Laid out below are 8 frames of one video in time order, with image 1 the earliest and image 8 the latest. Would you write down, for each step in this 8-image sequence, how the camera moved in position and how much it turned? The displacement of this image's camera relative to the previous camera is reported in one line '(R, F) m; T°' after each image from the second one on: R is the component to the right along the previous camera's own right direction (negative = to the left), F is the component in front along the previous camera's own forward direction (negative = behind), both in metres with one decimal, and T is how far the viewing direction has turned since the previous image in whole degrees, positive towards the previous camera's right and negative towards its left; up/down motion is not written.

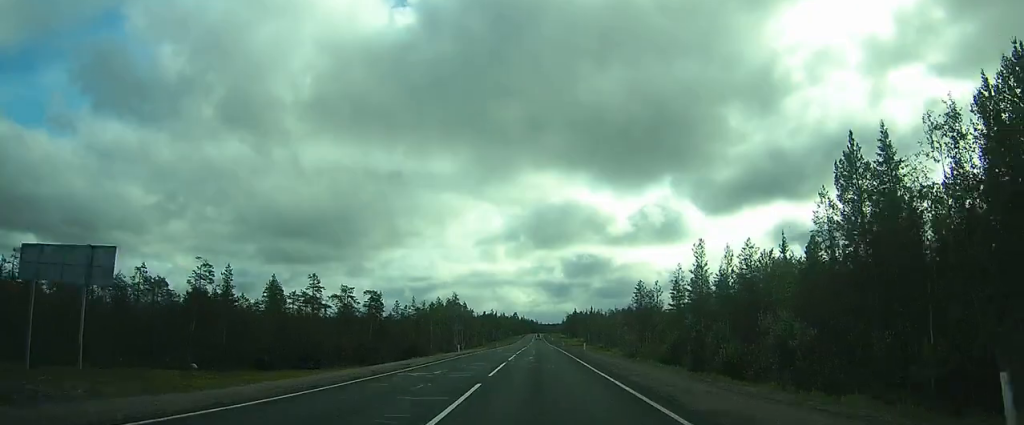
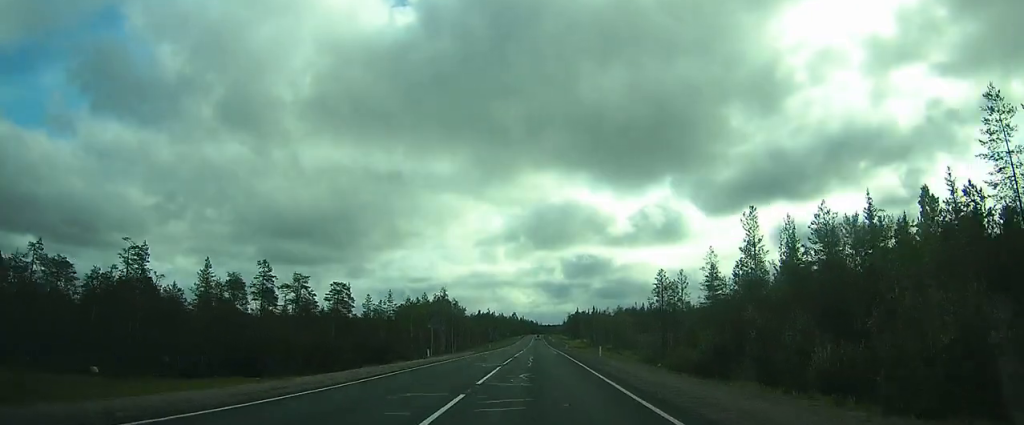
(0.0, +14.5) m; 0°
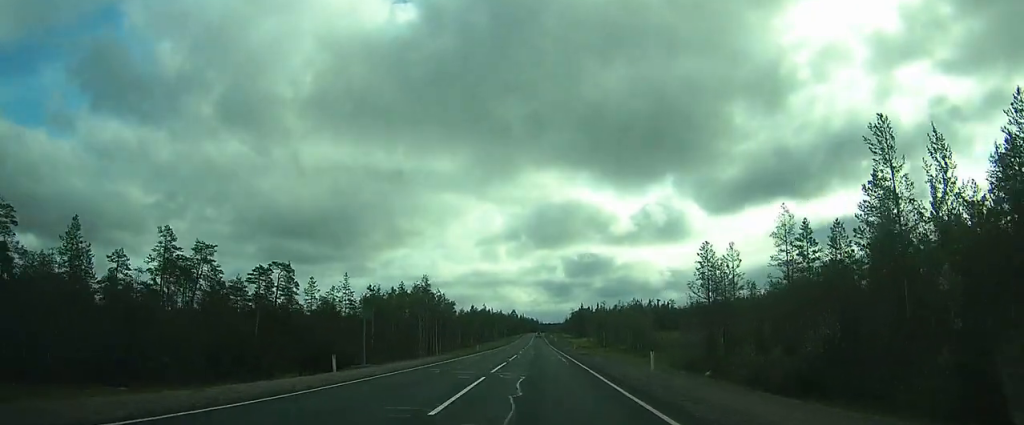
(0.0, +18.1) m; 0°
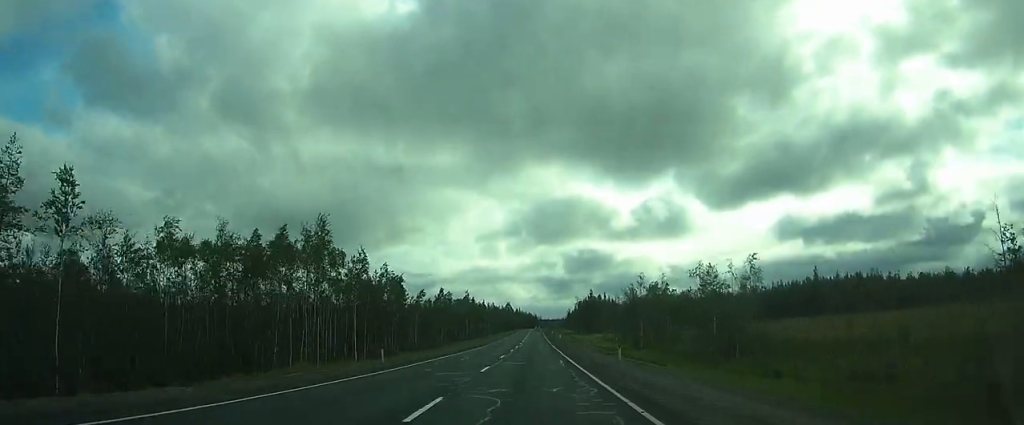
(+0.3, +41.2) m; +2°
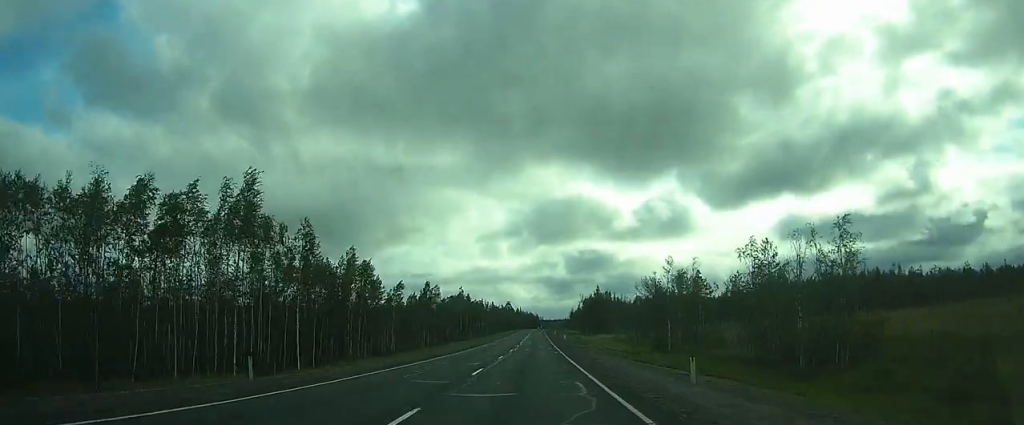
(+0.2, +13.6) m; +1°
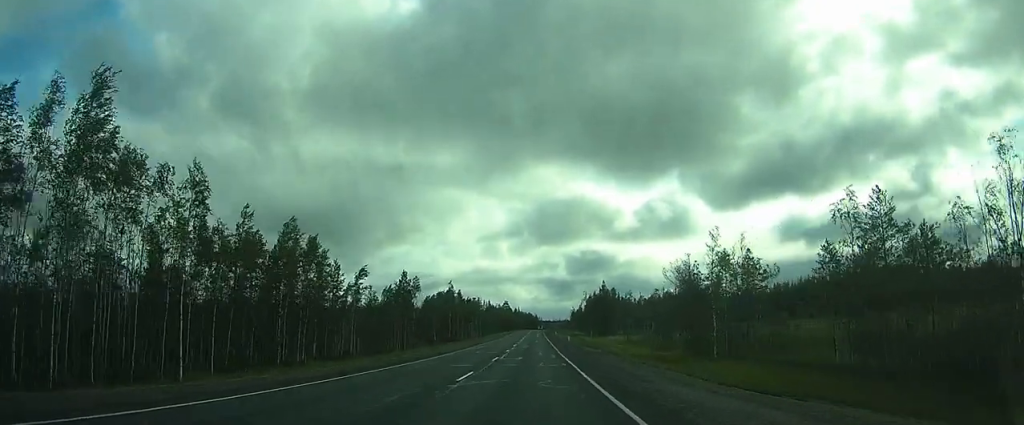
(0.0, +14.4) m; 0°
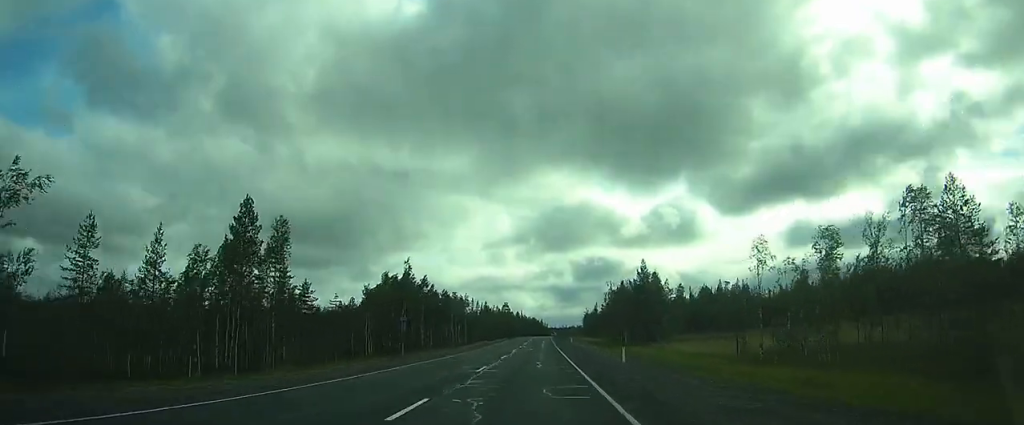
(-0.2, +43.4) m; 0°
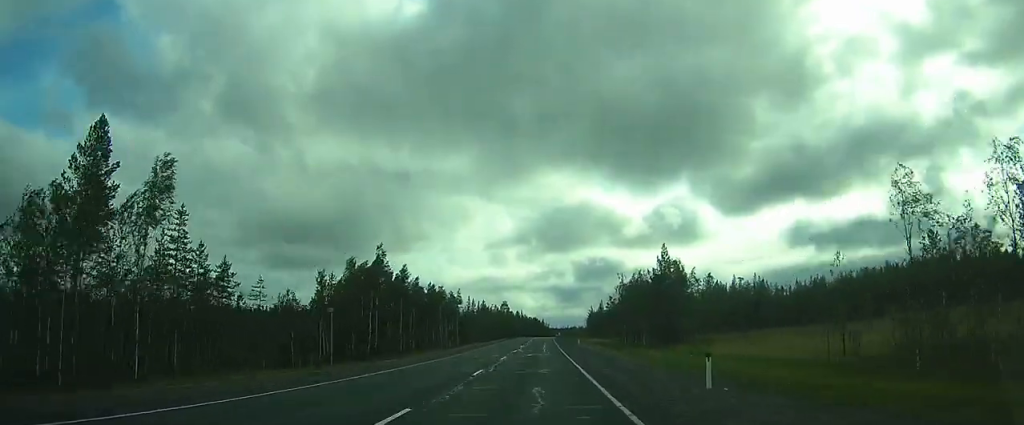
(0.0, +13.7) m; 0°
